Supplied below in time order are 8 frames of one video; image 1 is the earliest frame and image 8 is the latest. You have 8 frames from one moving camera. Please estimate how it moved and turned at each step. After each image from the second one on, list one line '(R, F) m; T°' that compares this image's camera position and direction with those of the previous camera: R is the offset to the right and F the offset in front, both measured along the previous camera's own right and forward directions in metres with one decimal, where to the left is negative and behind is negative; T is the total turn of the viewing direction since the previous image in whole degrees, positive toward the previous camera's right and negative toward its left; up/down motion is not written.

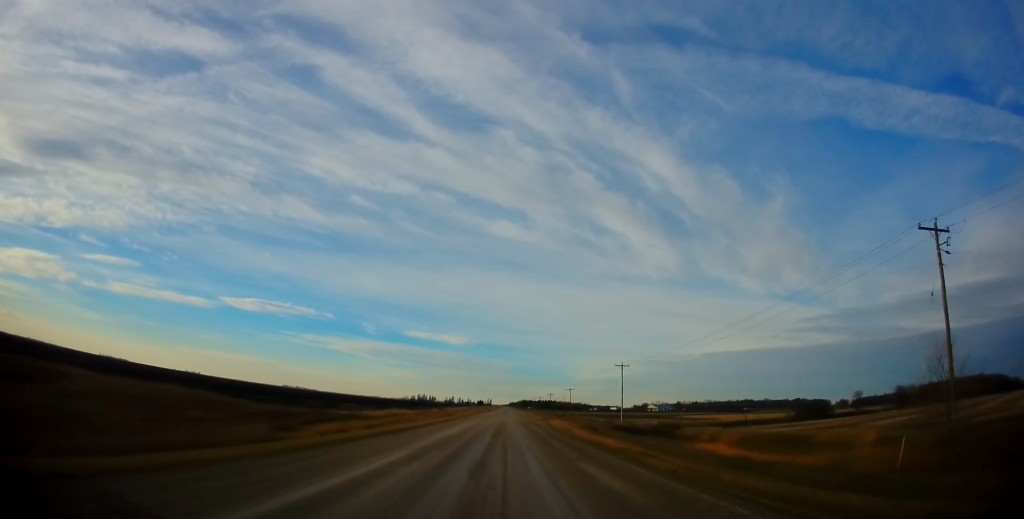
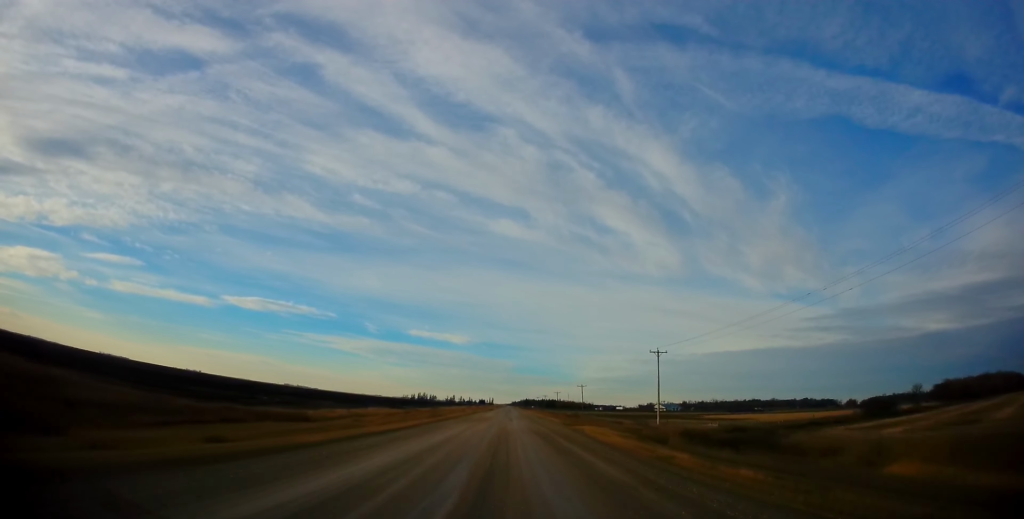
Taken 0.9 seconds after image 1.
(-0.2, +24.6) m; 0°
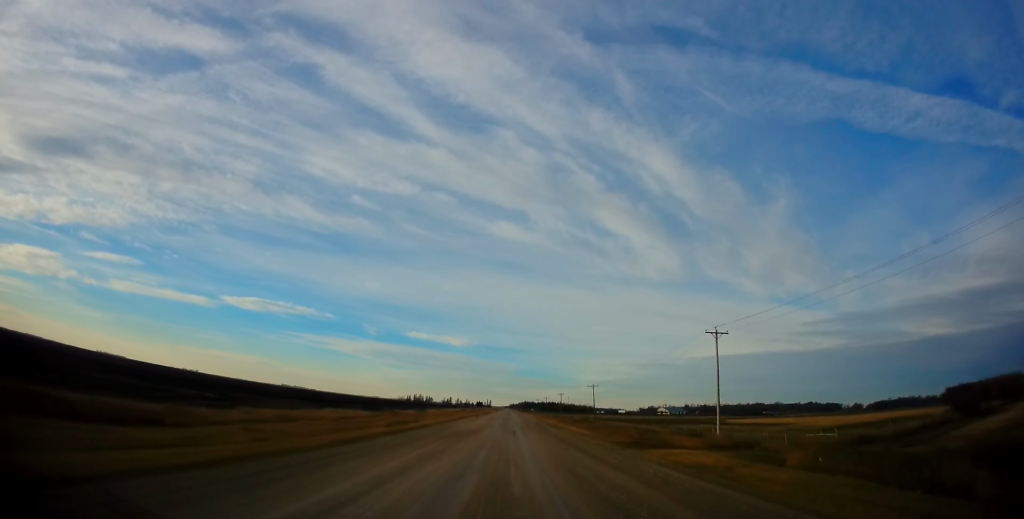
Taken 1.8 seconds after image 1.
(+0.2, +23.5) m; +1°
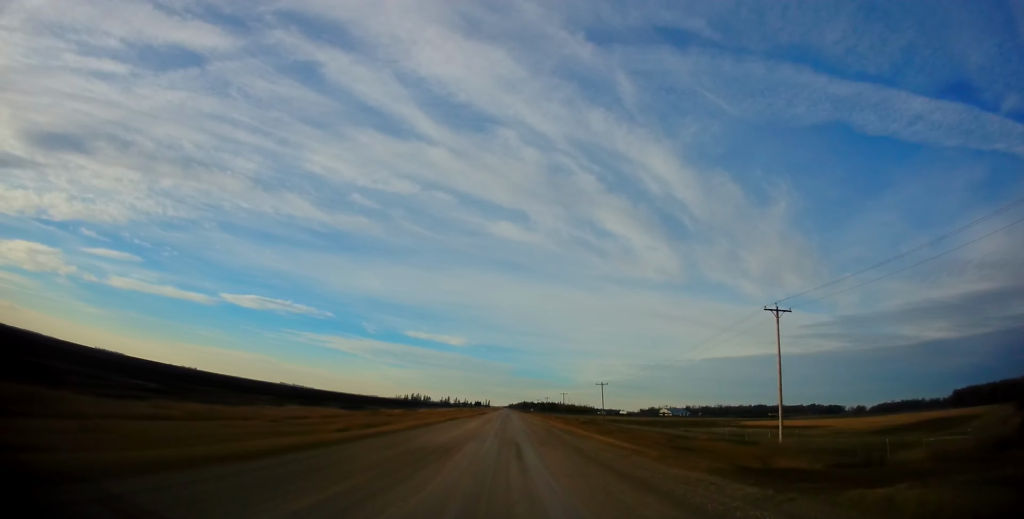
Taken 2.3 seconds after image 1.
(+0.1, +13.7) m; 0°
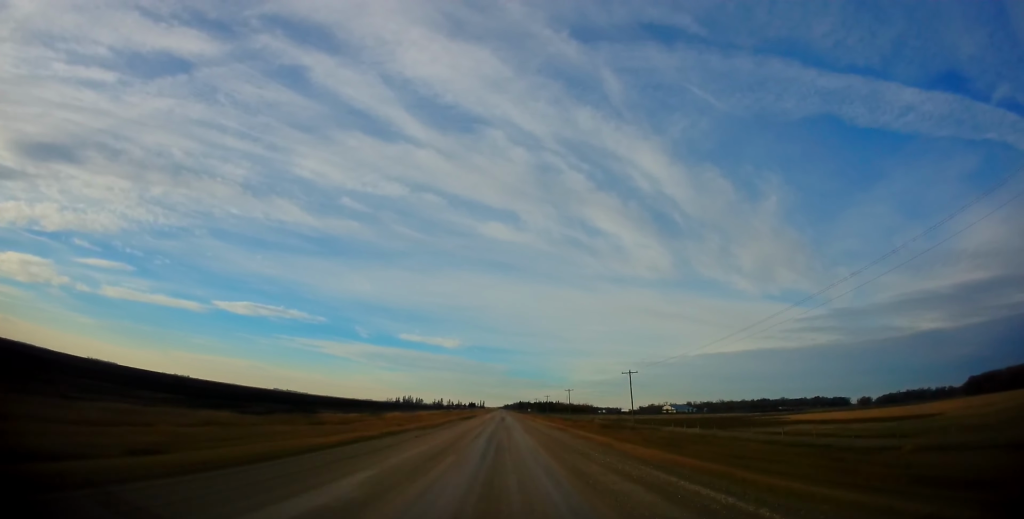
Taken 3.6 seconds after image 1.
(-0.1, +32.2) m; -1°
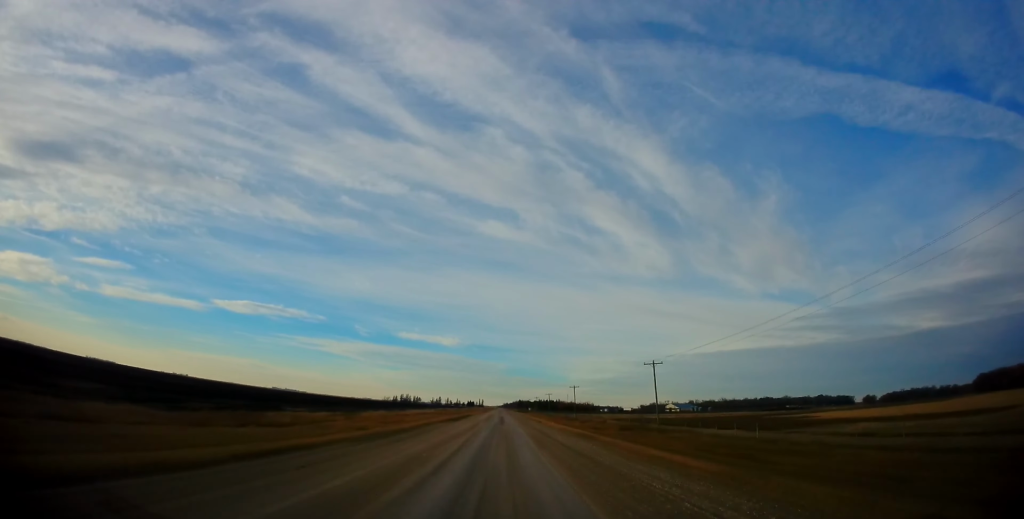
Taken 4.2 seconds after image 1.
(-0.1, +14.9) m; 0°
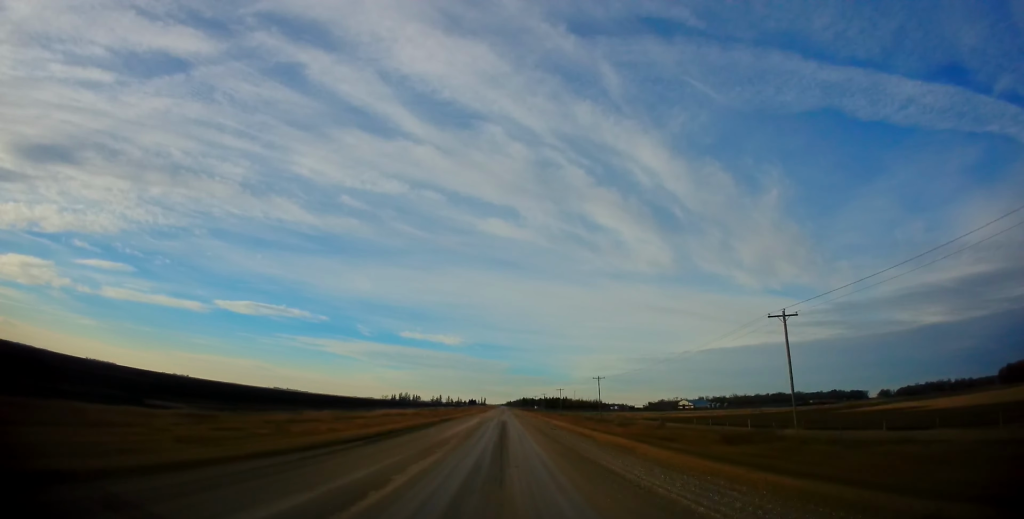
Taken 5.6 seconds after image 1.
(-0.1, +35.0) m; 0°
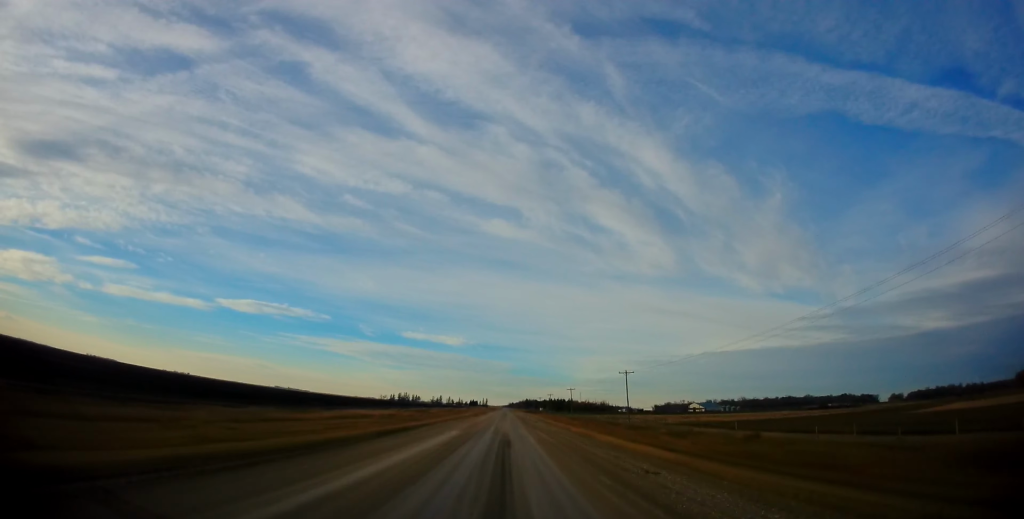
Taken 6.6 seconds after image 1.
(-0.1, +23.9) m; 0°
